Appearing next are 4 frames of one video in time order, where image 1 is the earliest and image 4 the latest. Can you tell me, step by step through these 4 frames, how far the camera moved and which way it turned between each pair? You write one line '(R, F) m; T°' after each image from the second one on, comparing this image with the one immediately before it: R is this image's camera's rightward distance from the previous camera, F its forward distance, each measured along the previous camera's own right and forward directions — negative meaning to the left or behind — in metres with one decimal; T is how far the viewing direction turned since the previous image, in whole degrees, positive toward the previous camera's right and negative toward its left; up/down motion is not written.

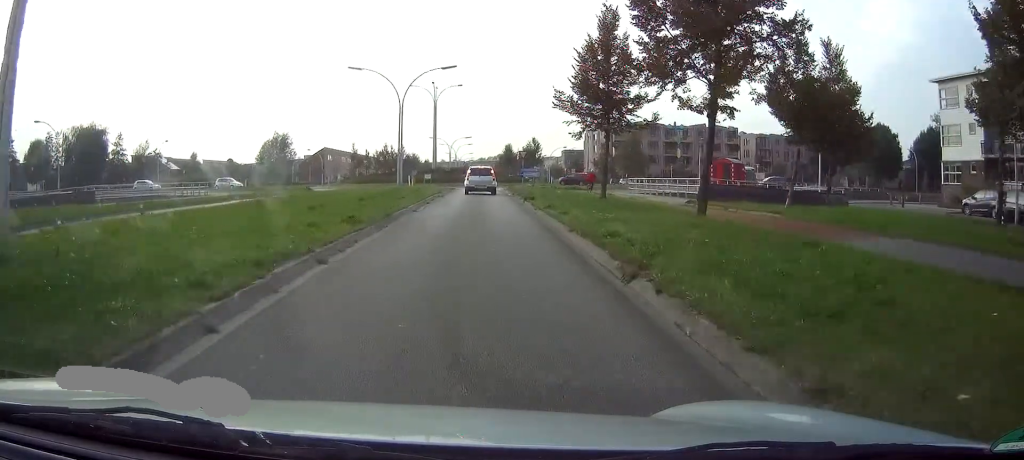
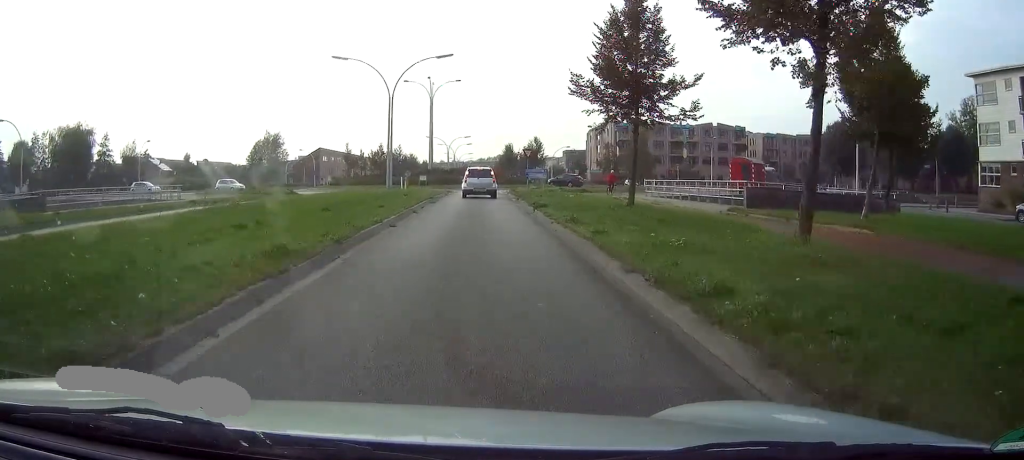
(+0.1, +4.9) m; 0°
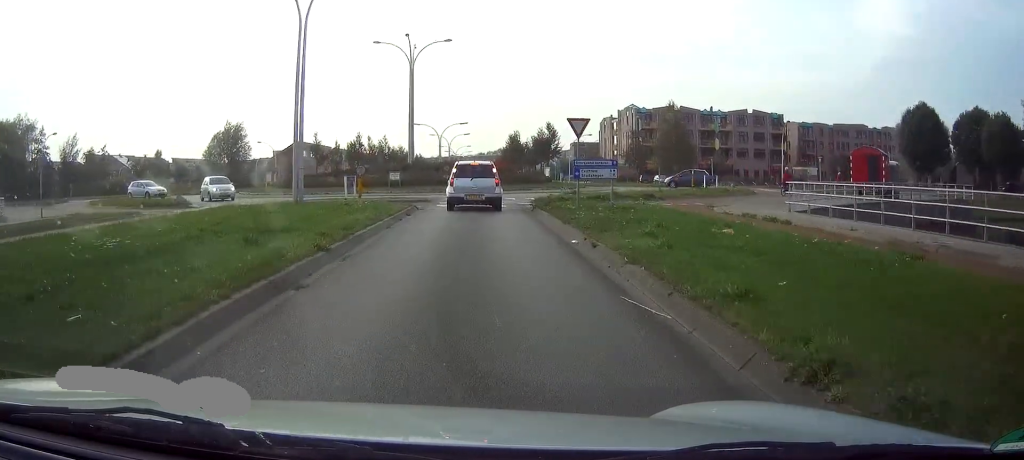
(-0.3, +21.0) m; -2°
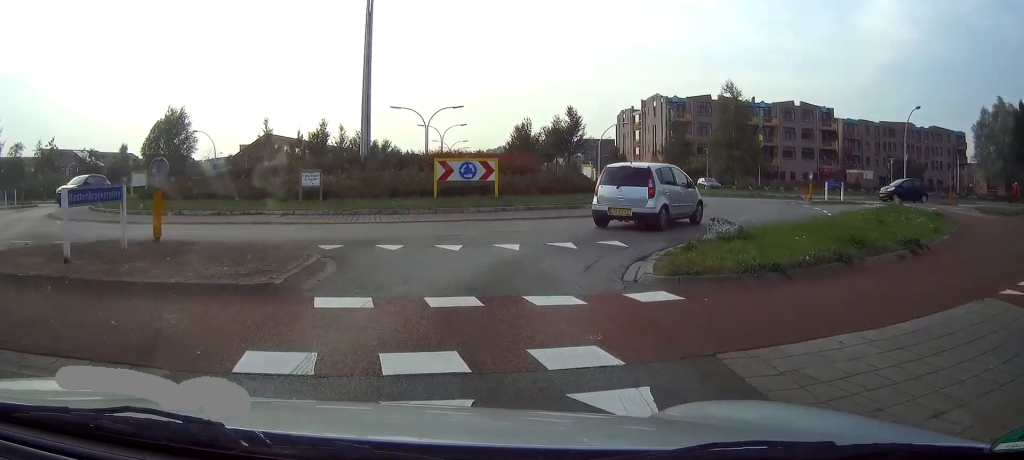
(-0.7, +21.4) m; 0°
